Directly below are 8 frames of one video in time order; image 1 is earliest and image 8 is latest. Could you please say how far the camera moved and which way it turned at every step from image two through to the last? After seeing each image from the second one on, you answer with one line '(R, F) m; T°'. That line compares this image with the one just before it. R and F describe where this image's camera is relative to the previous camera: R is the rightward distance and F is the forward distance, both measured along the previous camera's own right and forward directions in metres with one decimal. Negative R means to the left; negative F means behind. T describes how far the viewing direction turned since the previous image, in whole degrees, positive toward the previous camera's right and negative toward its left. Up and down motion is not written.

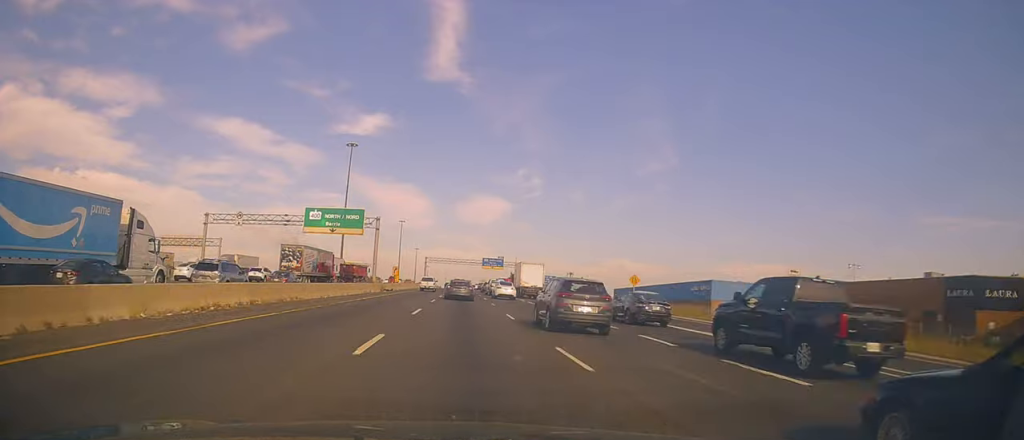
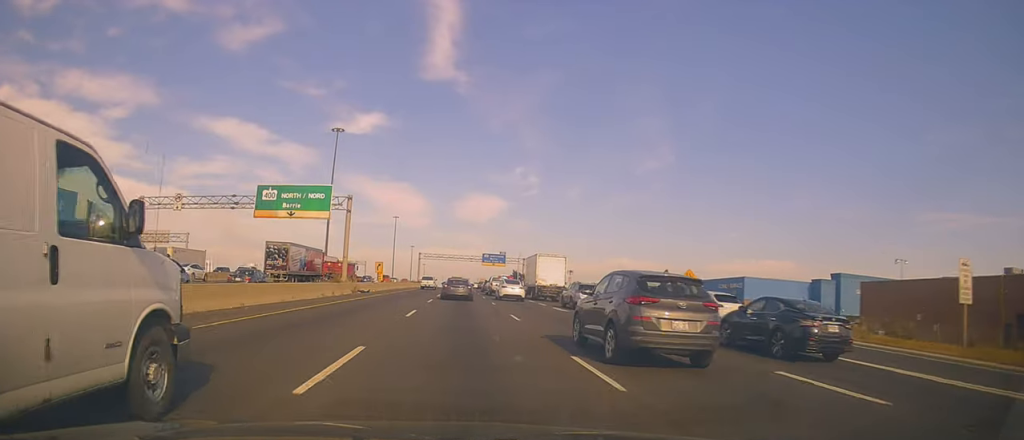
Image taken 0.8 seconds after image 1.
(+0.2, +14.5) m; +1°
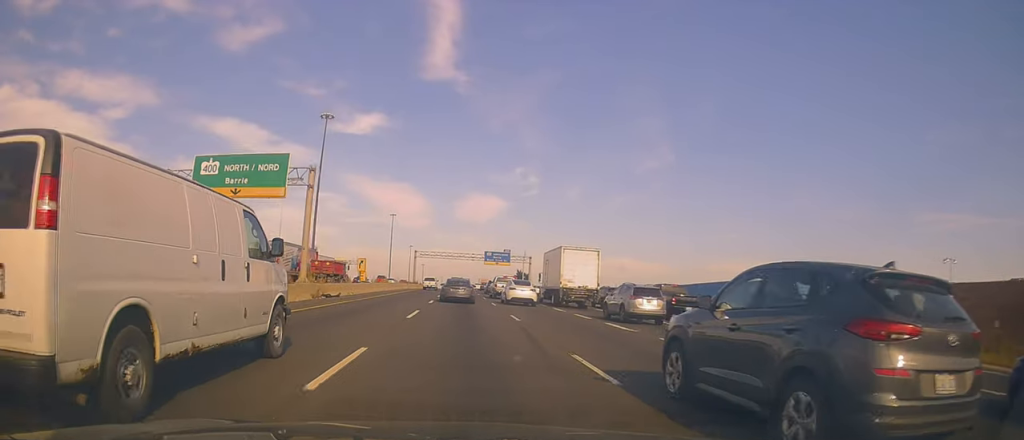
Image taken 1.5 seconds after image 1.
(+0.3, +12.3) m; 0°
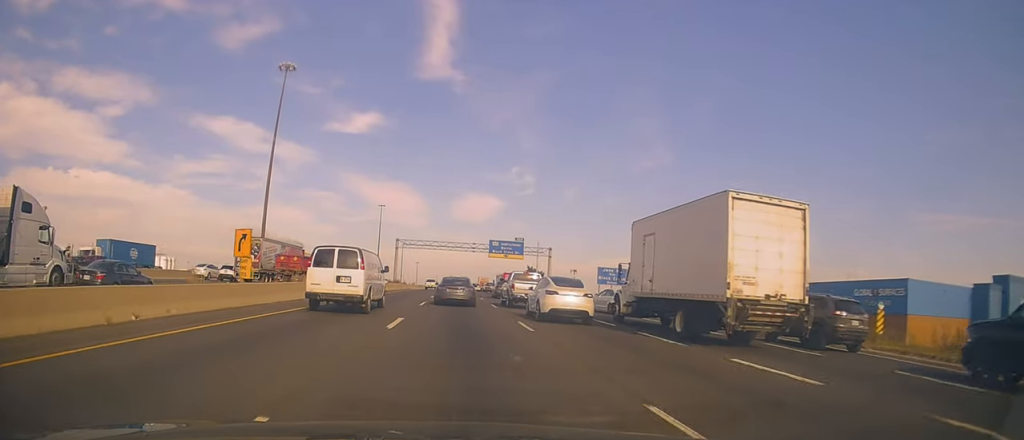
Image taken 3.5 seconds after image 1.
(-0.3, +32.0) m; +2°
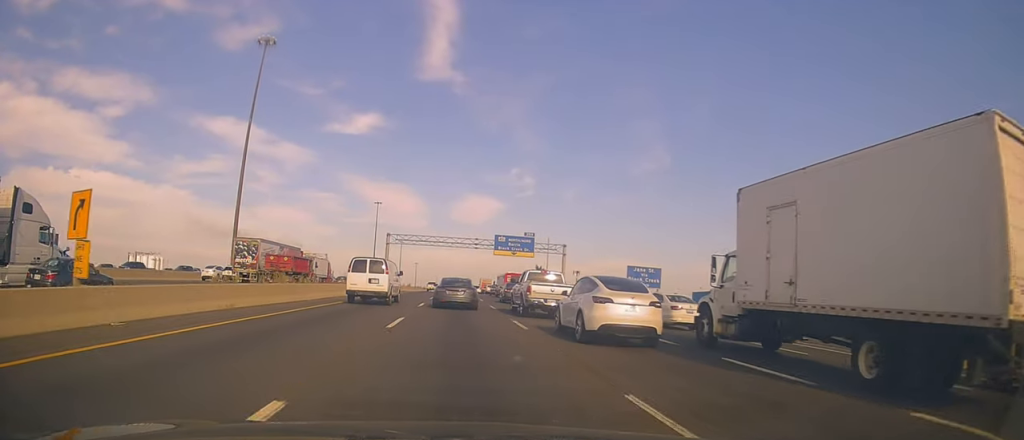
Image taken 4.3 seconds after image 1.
(+0.3, +12.4) m; -1°
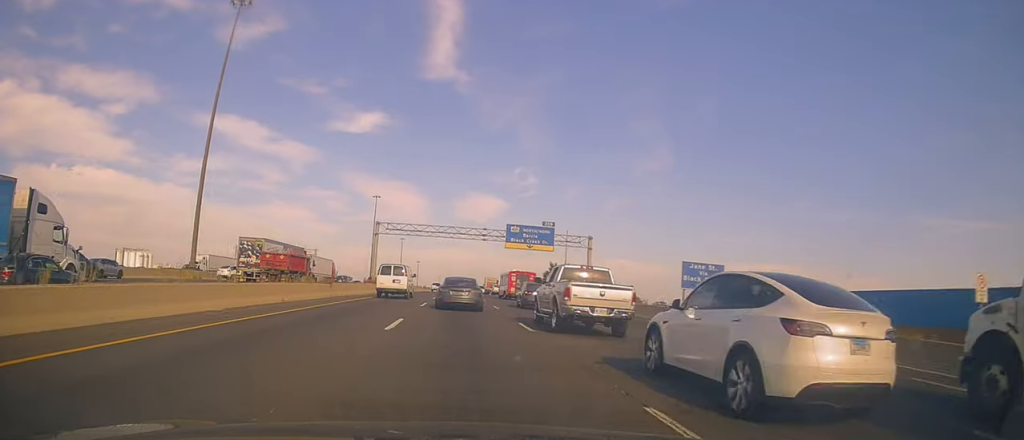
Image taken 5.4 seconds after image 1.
(-0.6, +14.2) m; -1°
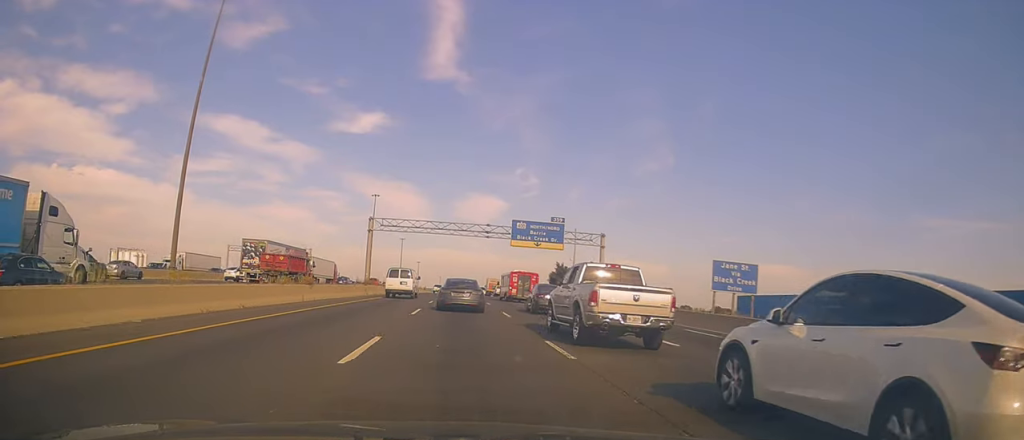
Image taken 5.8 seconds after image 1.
(+0.2, +5.6) m; 0°
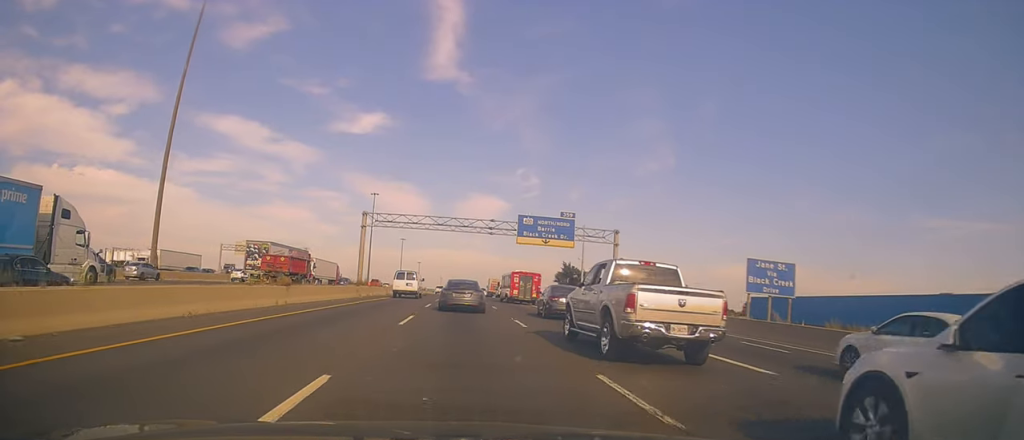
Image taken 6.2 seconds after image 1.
(+0.2, +5.1) m; +1°
